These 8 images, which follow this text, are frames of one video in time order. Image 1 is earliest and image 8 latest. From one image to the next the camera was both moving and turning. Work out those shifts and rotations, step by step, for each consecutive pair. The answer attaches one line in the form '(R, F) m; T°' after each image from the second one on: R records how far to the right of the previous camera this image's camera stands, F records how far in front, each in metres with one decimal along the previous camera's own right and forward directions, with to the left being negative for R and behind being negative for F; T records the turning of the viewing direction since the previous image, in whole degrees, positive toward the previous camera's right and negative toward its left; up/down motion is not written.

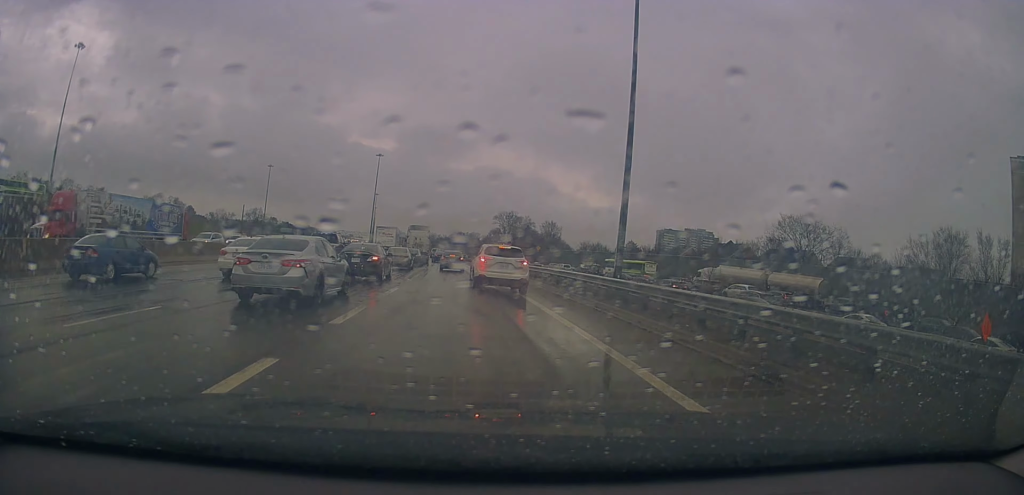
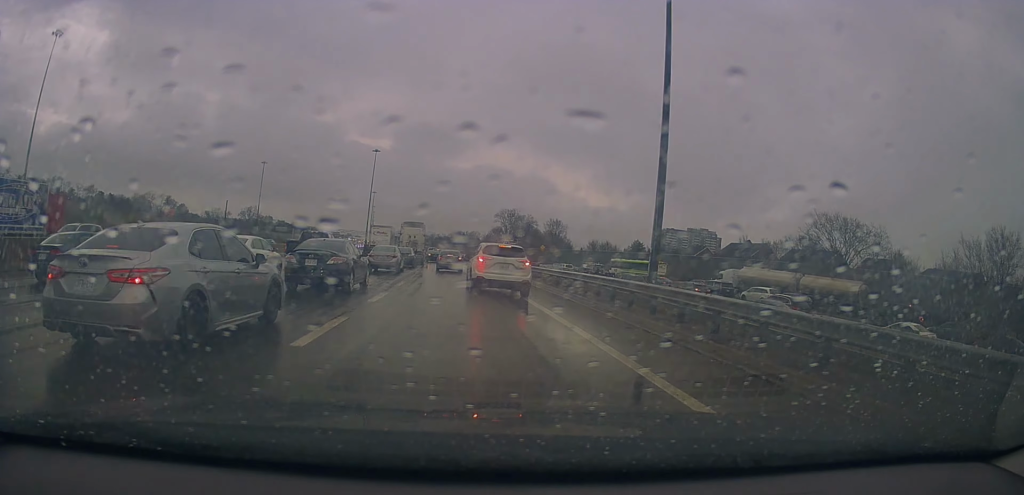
(0.0, +8.5) m; +2°
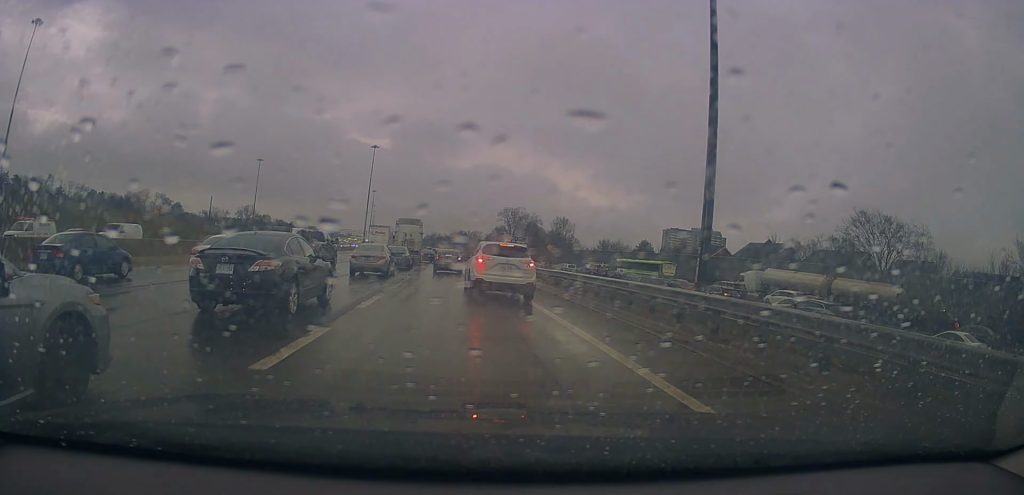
(+0.4, +7.8) m; +1°
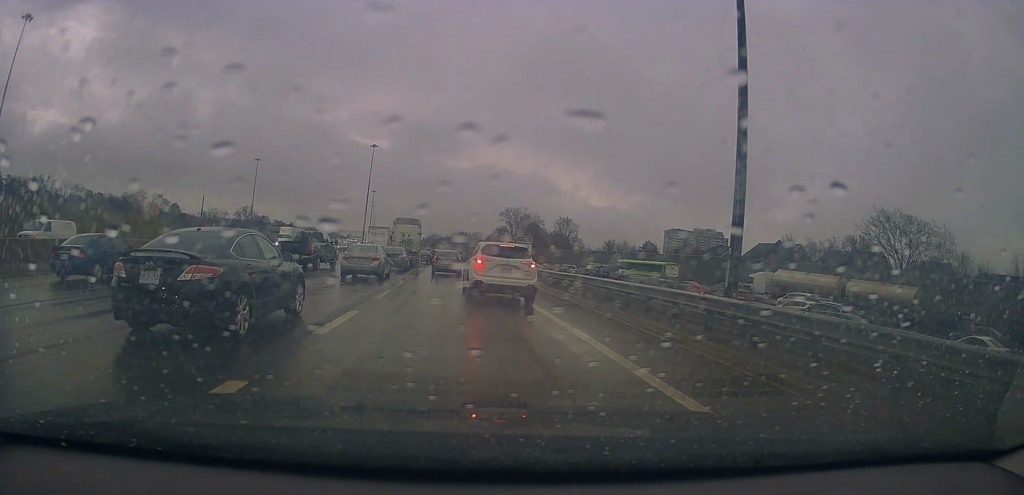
(0.0, +3.8) m; -1°
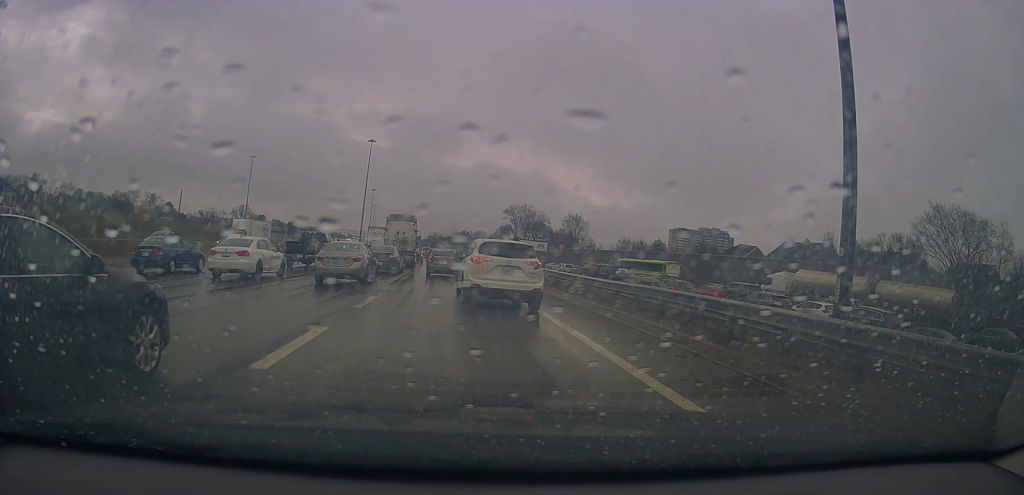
(-0.3, +9.0) m; -3°
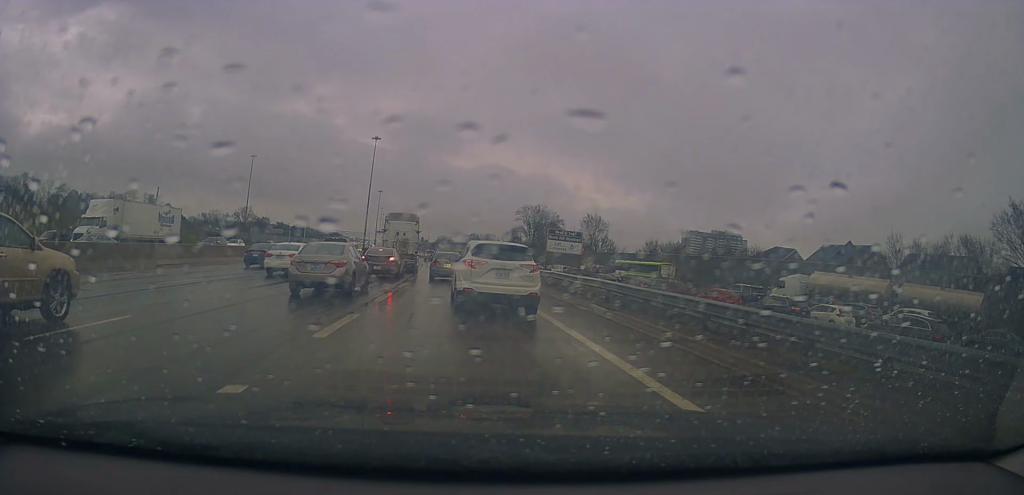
(+0.4, +10.5) m; -3°
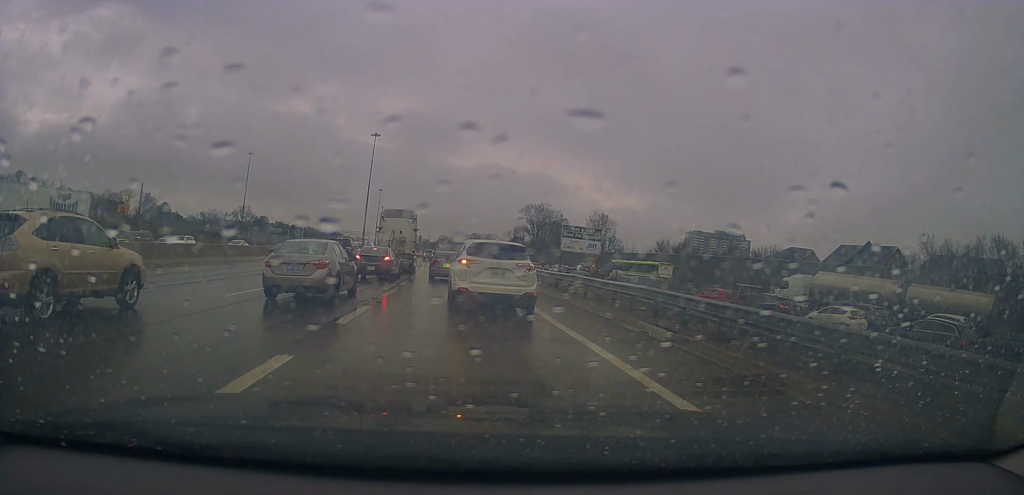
(-0.6, +4.2) m; -2°
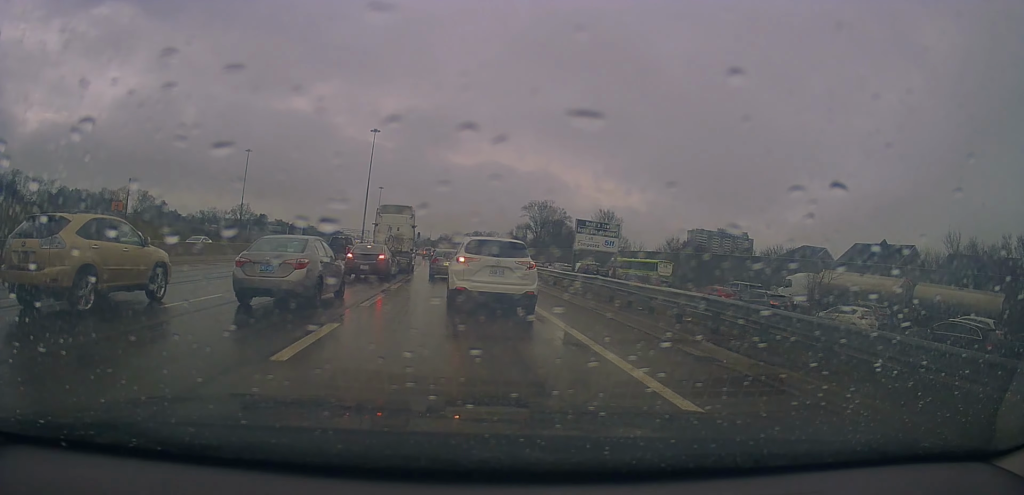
(+0.2, +3.0) m; +1°
